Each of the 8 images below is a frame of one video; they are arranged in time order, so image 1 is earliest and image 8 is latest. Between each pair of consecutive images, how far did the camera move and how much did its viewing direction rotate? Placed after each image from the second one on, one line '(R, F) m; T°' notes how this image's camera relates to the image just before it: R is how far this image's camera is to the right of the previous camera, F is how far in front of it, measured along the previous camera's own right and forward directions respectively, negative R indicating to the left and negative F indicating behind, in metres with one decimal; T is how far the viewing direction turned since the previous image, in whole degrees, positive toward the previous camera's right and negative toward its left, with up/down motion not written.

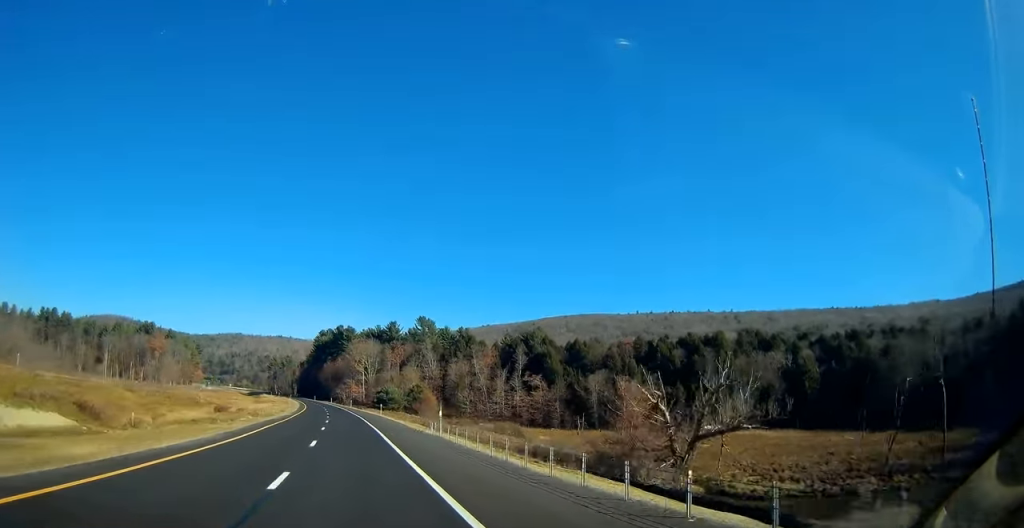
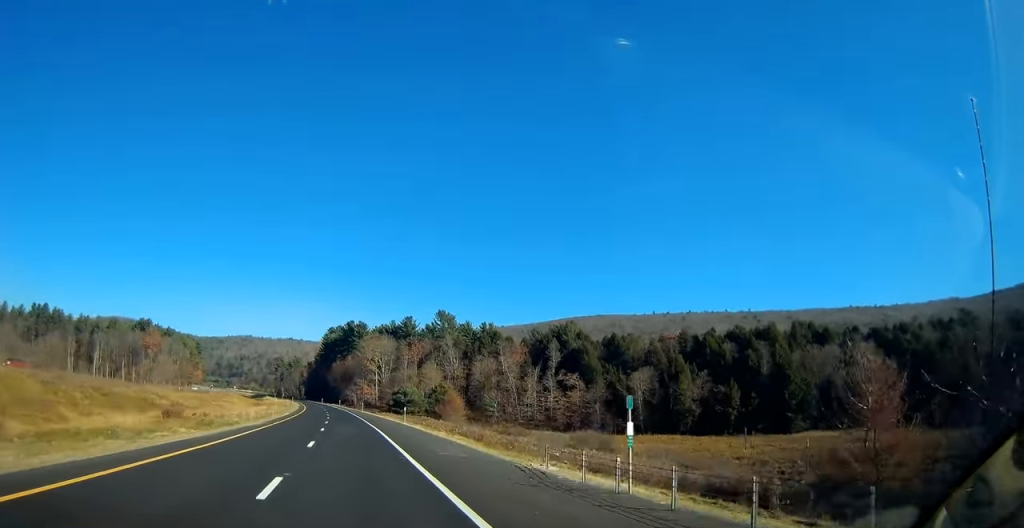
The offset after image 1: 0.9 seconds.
(-0.3, +26.0) m; -1°
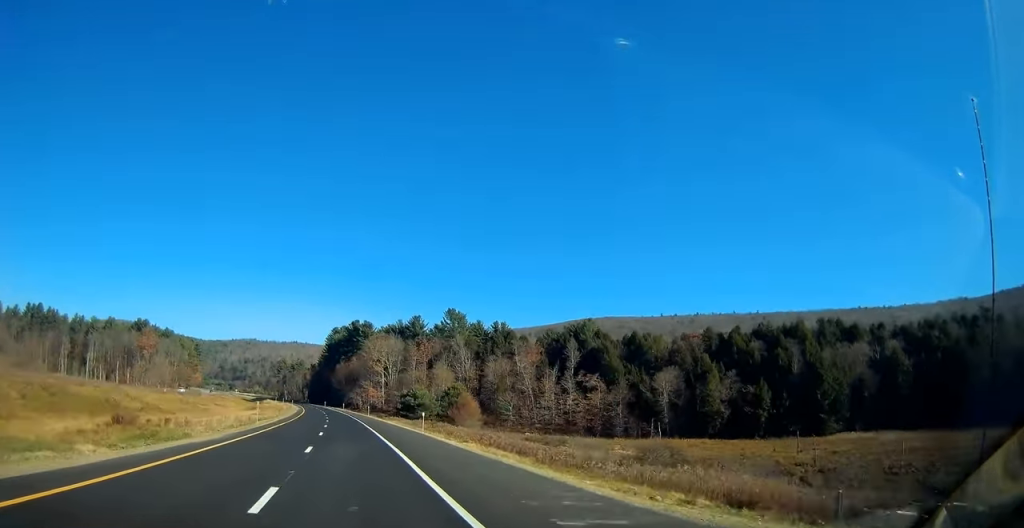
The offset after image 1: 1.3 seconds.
(0.0, +13.0) m; -1°
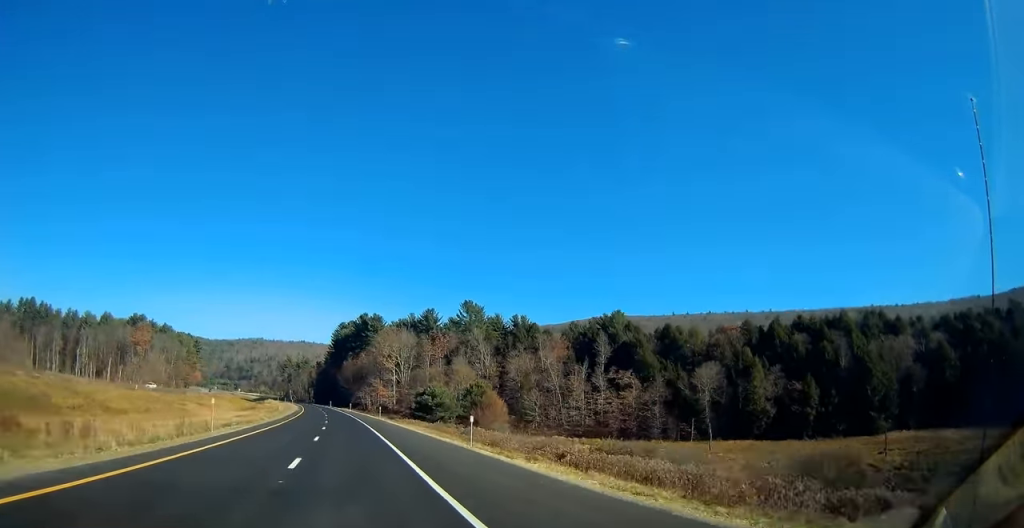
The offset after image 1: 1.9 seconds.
(-0.2, +18.1) m; -1°
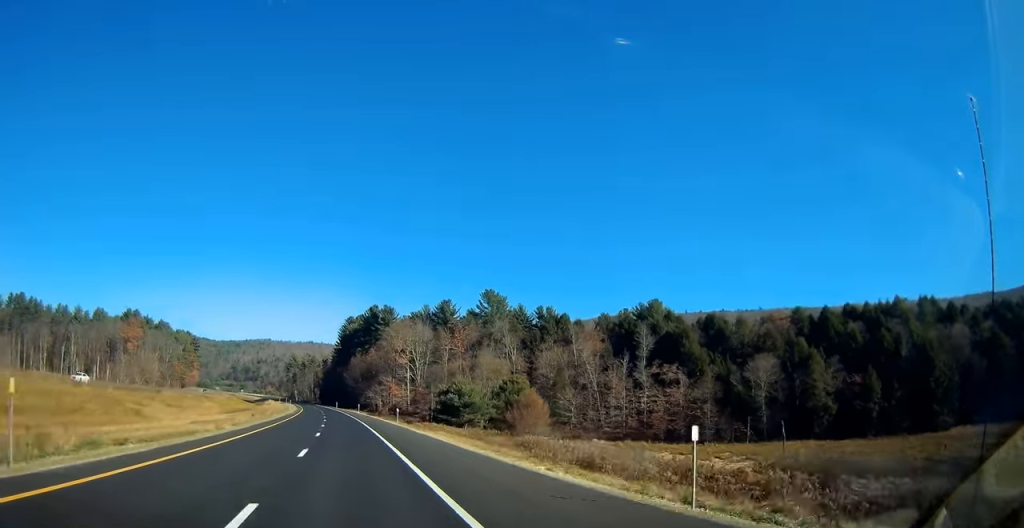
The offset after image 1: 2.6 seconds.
(-0.2, +21.1) m; -1°
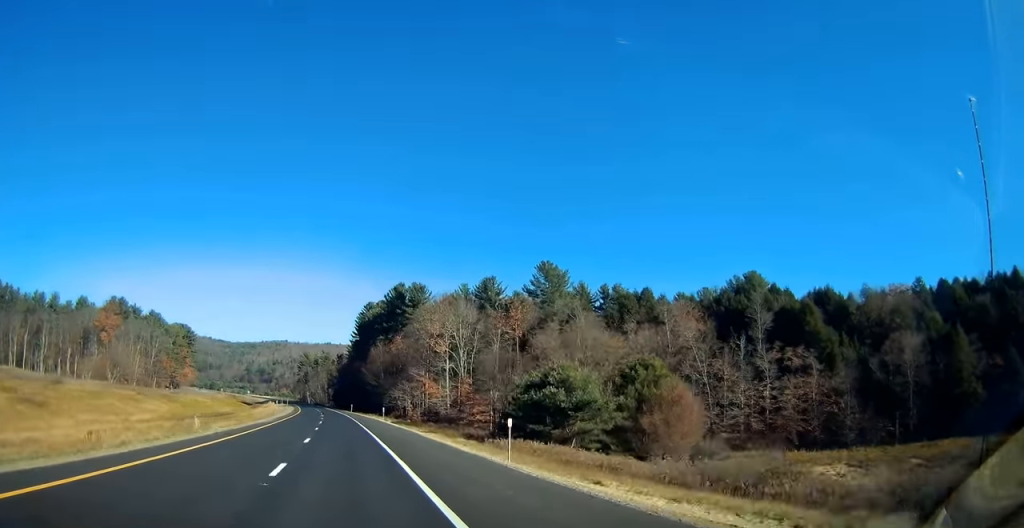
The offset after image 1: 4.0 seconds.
(-0.8, +42.2) m; -2°
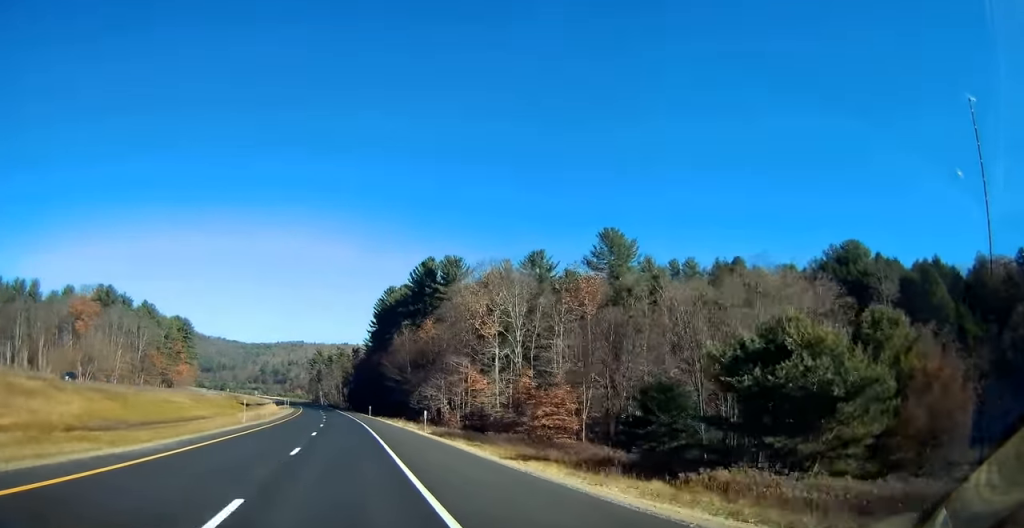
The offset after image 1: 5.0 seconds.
(-0.5, +31.1) m; -2°
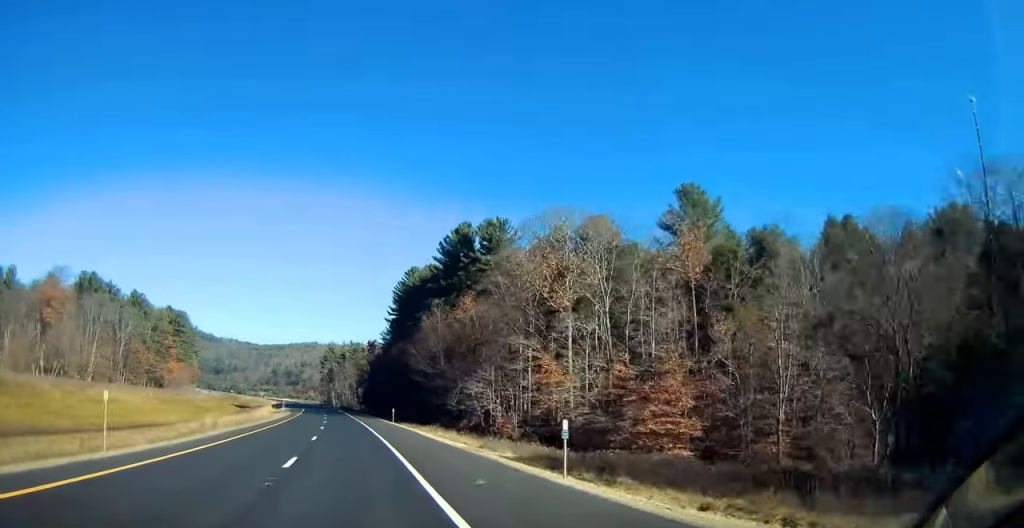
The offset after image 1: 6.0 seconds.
(-0.2, +28.0) m; -1°
